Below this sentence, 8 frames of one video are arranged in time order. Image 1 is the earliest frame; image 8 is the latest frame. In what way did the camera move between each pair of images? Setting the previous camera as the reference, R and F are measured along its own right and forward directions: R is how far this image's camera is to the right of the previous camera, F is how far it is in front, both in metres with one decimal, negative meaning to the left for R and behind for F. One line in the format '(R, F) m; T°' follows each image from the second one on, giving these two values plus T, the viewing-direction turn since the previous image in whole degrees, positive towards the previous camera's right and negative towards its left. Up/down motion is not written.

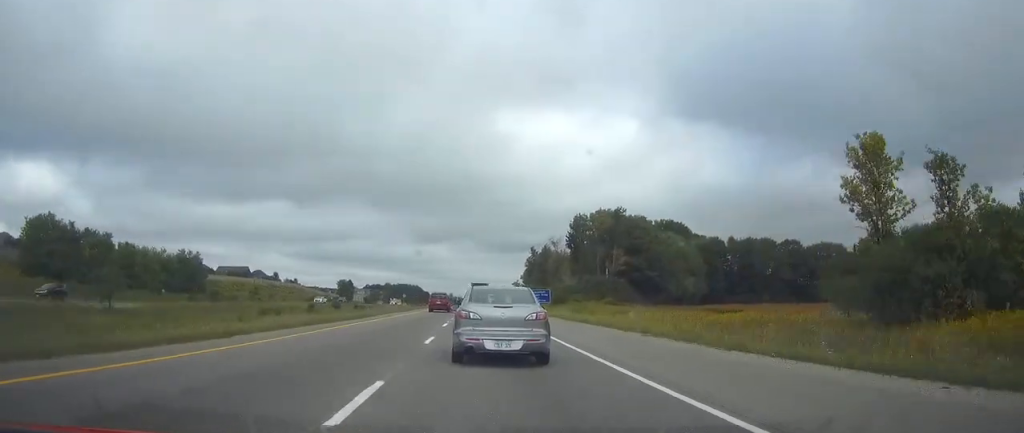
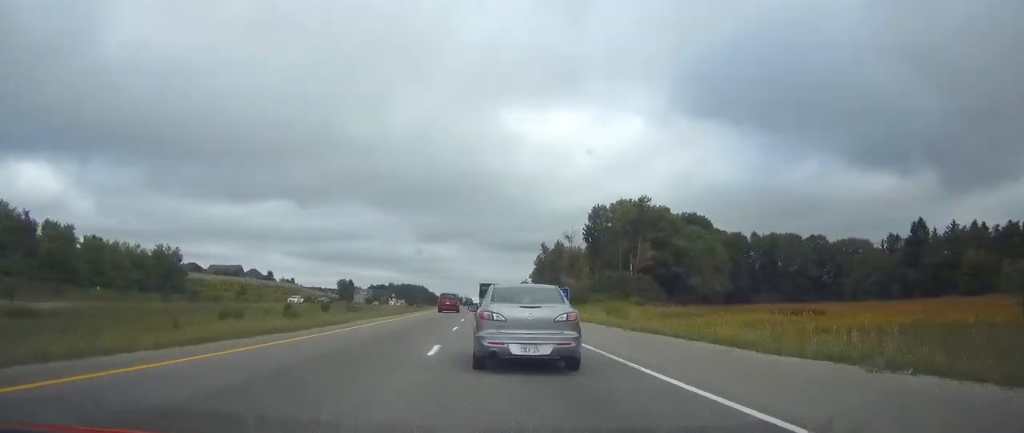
(0.0, +15.7) m; 0°
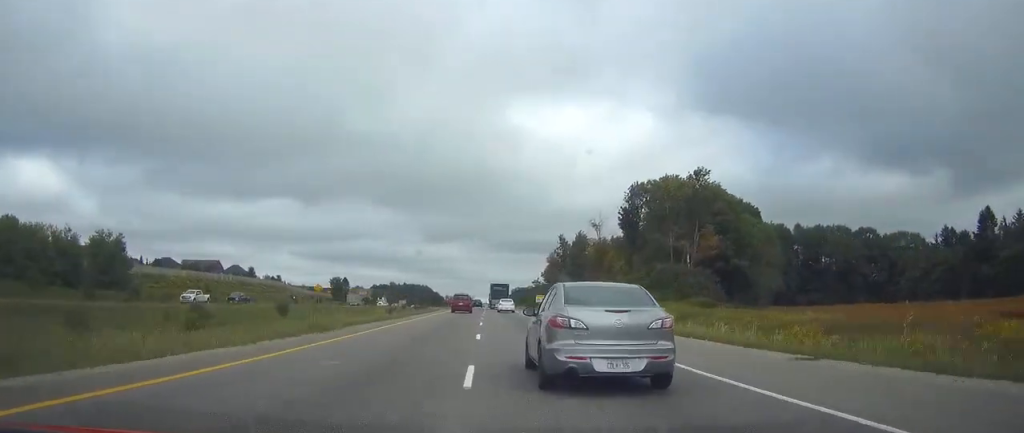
(-0.3, +29.3) m; -1°
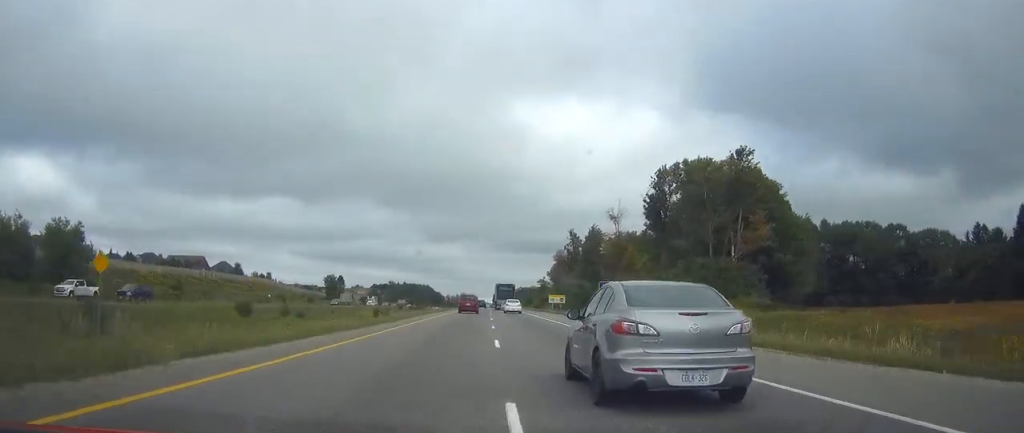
(0.0, +15.8) m; 0°
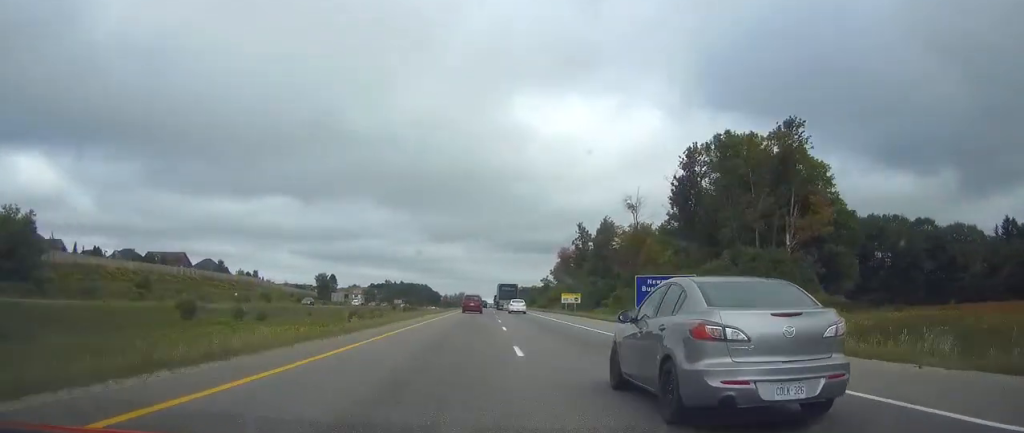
(-0.1, +14.7) m; 0°
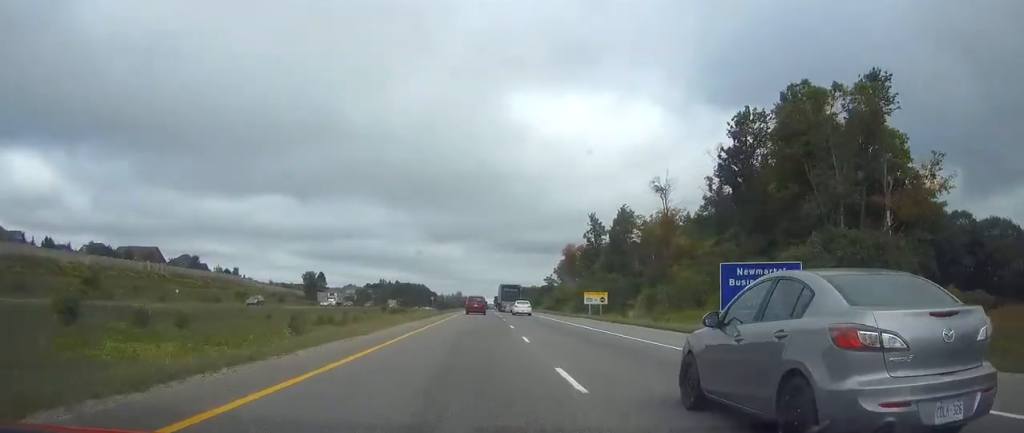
(0.0, +18.1) m; 0°
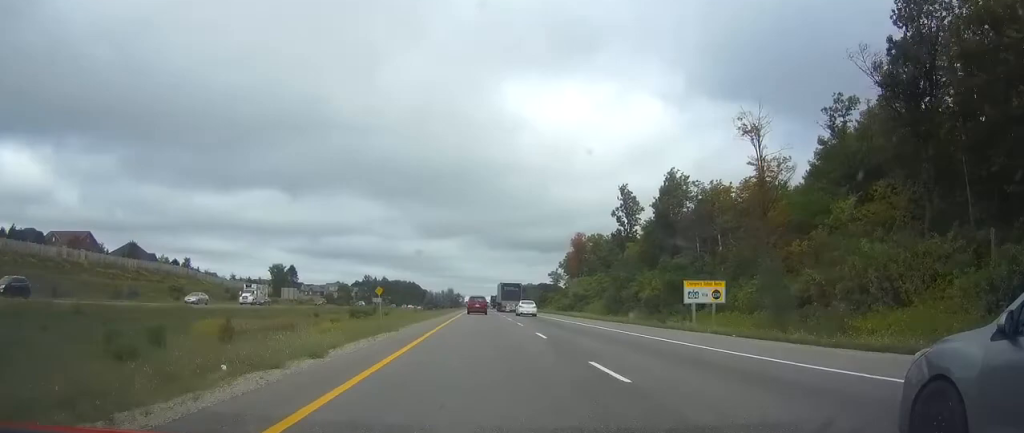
(+0.1, +34.1) m; 0°
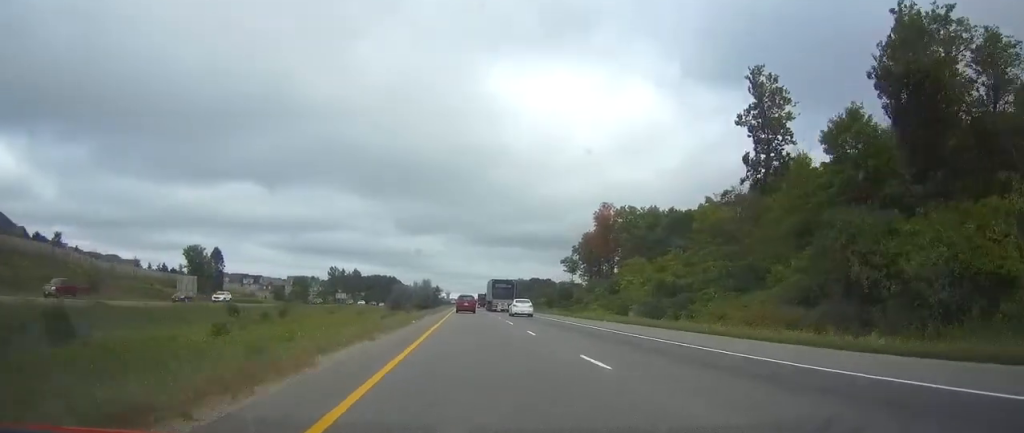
(+0.4, +58.1) m; +1°
